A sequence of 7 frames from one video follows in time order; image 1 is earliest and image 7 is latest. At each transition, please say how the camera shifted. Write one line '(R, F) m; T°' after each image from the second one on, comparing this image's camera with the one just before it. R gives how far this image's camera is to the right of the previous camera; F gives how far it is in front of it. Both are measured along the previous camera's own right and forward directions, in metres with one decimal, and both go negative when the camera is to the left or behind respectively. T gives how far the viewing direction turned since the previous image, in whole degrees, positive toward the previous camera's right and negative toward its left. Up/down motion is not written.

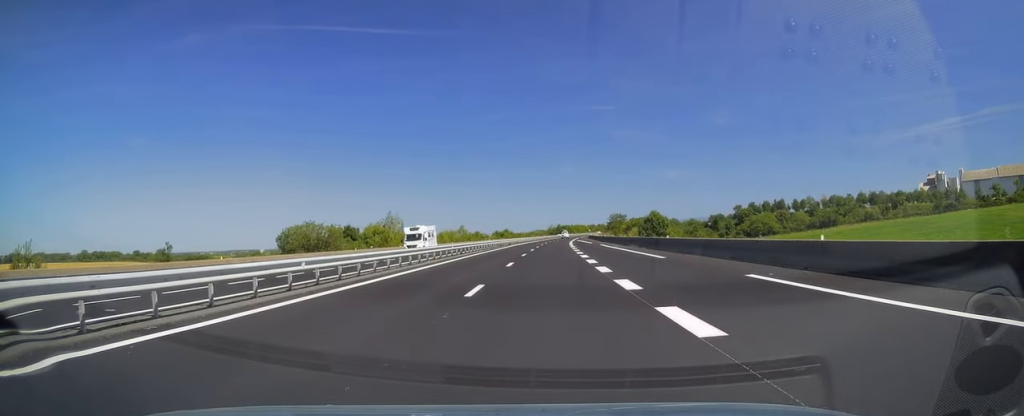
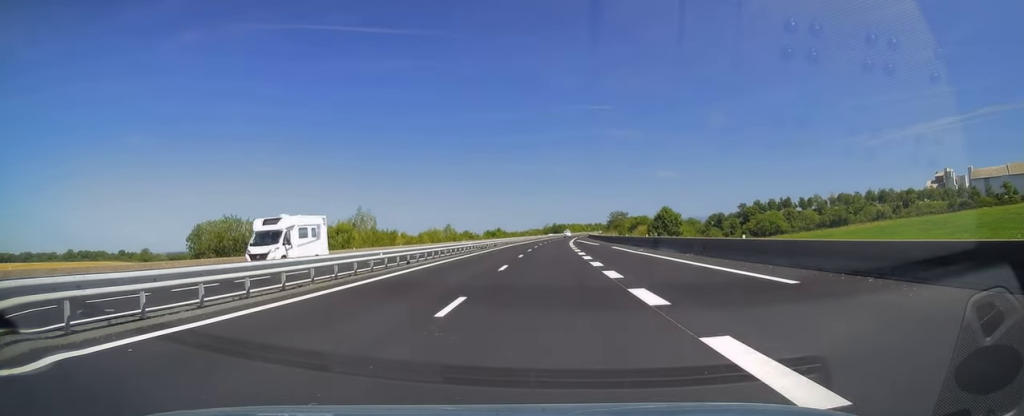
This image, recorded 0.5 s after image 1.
(+0.1, +16.2) m; 0°
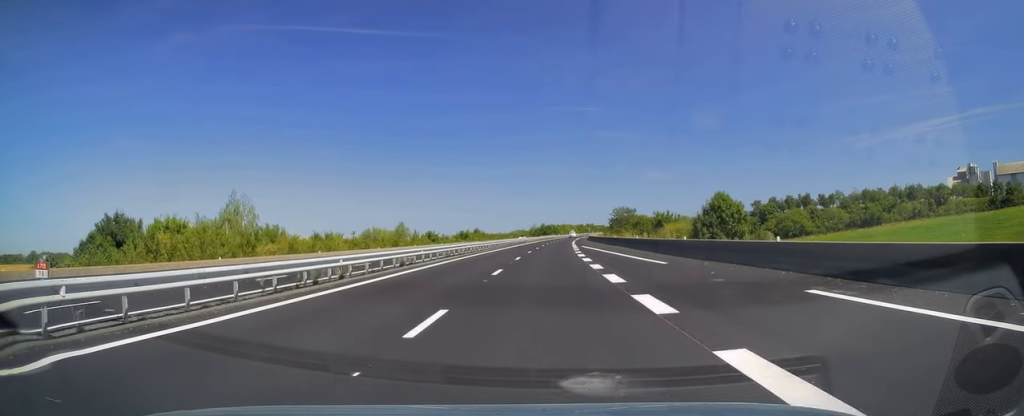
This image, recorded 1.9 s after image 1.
(+0.4, +40.2) m; +1°
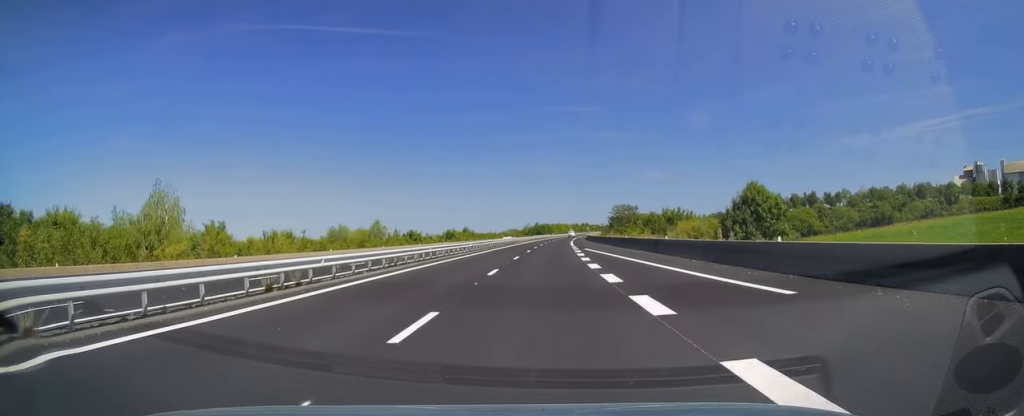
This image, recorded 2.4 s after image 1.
(+0.1, +13.2) m; 0°
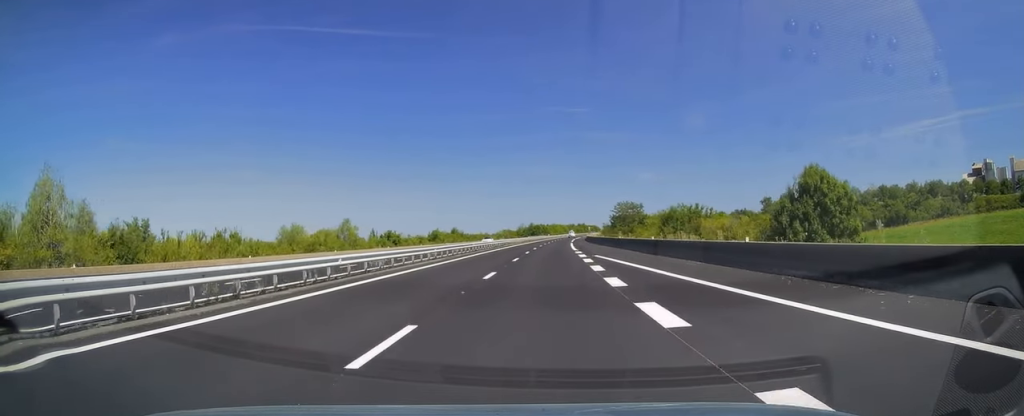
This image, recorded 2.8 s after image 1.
(0.0, +14.2) m; 0°
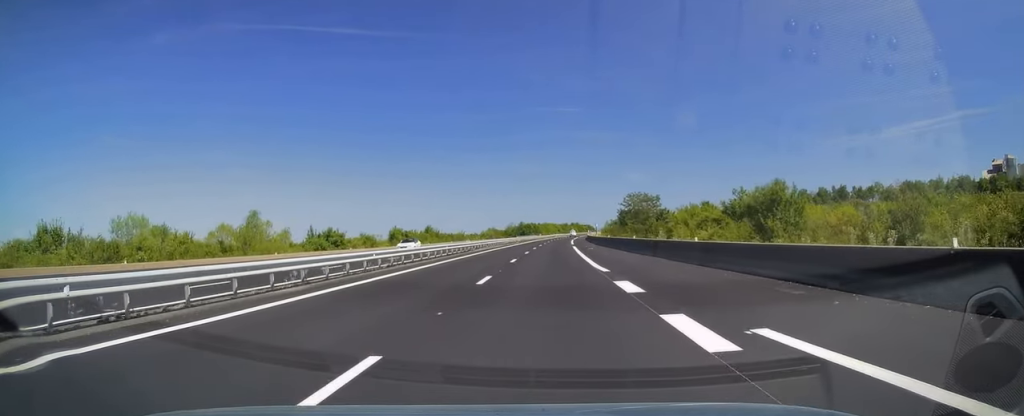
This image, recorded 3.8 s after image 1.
(0.0, +27.9) m; +1°
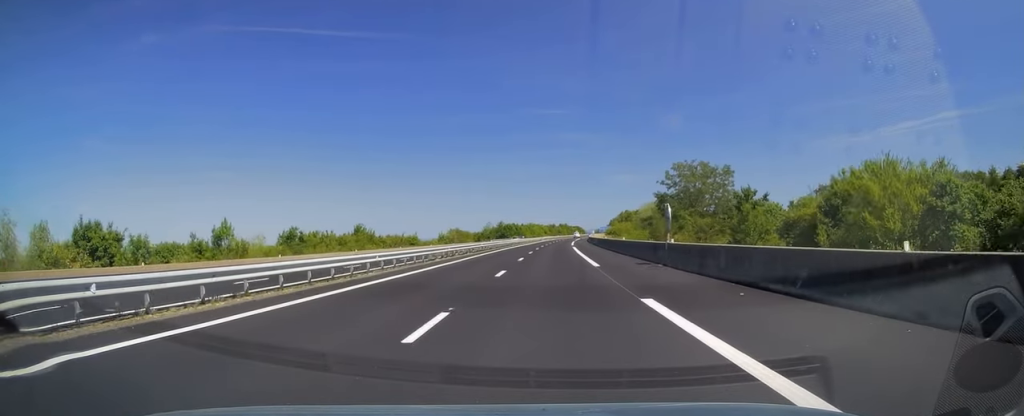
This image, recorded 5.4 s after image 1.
(+1.2, +47.0) m; +2°
